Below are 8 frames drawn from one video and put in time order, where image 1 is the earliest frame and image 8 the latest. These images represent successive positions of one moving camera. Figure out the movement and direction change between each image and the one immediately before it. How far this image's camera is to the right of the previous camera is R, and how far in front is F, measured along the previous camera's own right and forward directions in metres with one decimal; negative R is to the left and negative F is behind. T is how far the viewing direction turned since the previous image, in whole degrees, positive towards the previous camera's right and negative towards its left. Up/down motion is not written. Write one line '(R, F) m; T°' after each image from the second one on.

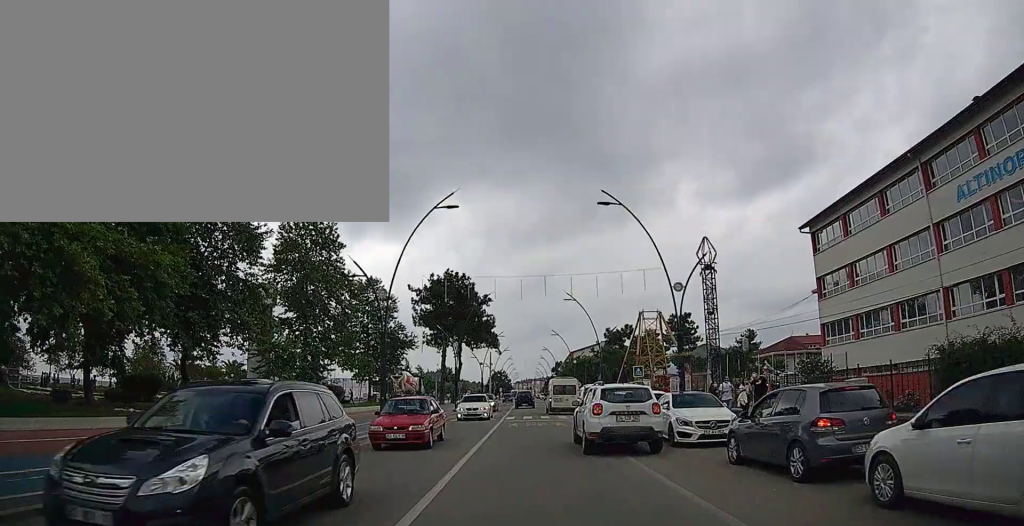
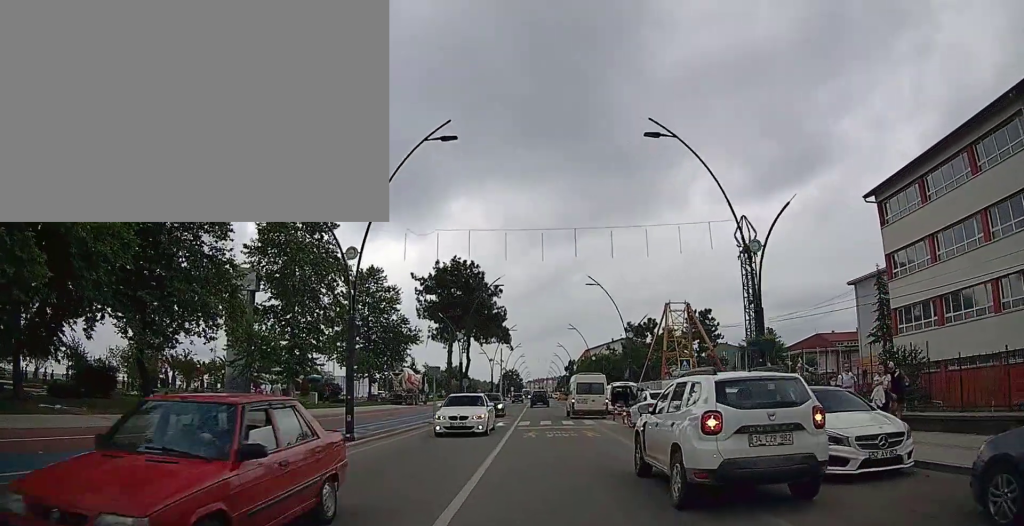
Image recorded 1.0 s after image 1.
(-0.1, +6.4) m; -1°
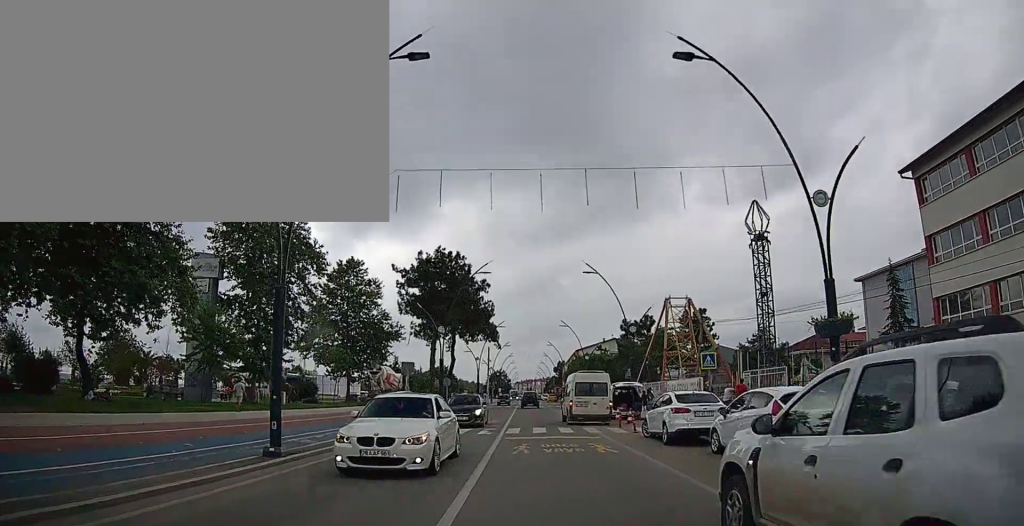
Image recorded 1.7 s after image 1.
(-0.1, +4.8) m; 0°
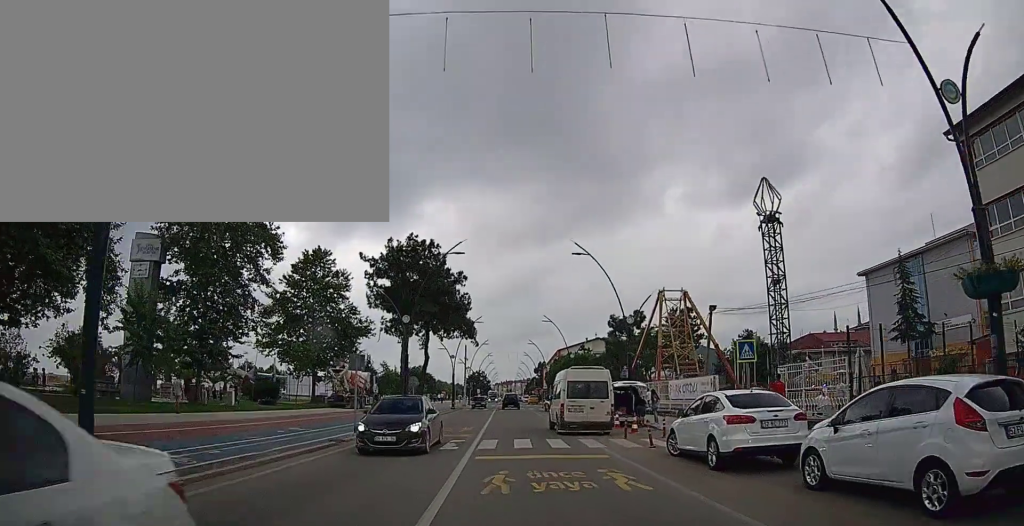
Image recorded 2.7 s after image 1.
(+0.1, +5.4) m; 0°
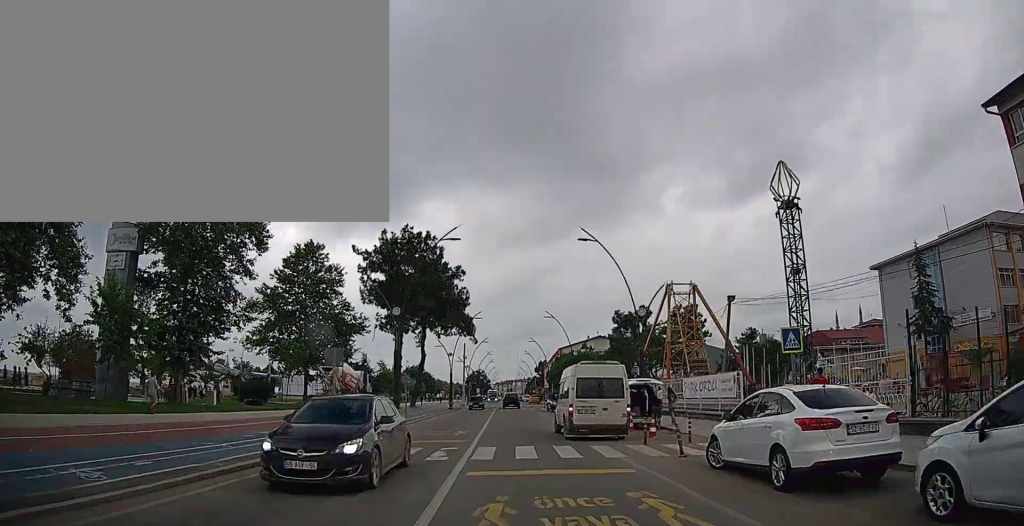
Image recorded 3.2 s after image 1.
(-0.1, +2.8) m; 0°
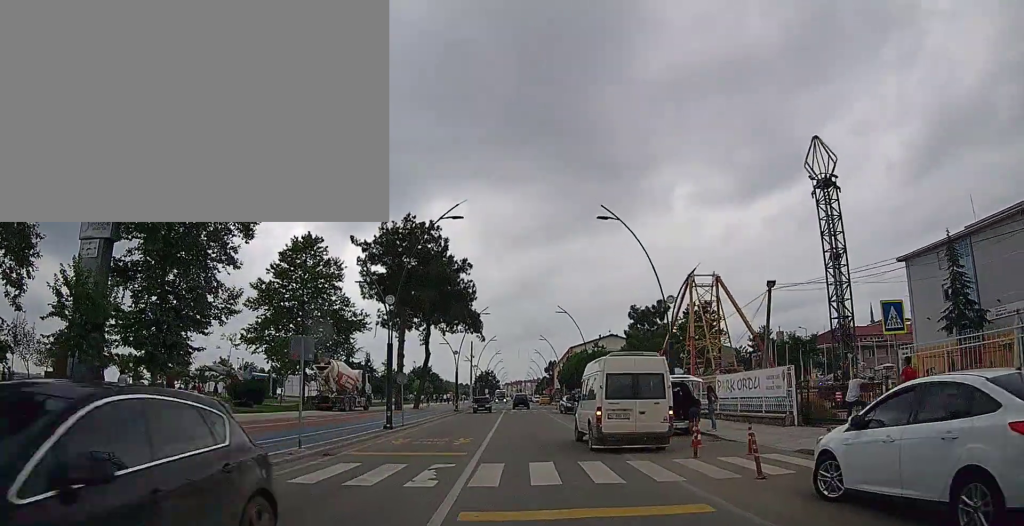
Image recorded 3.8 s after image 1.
(0.0, +3.4) m; 0°
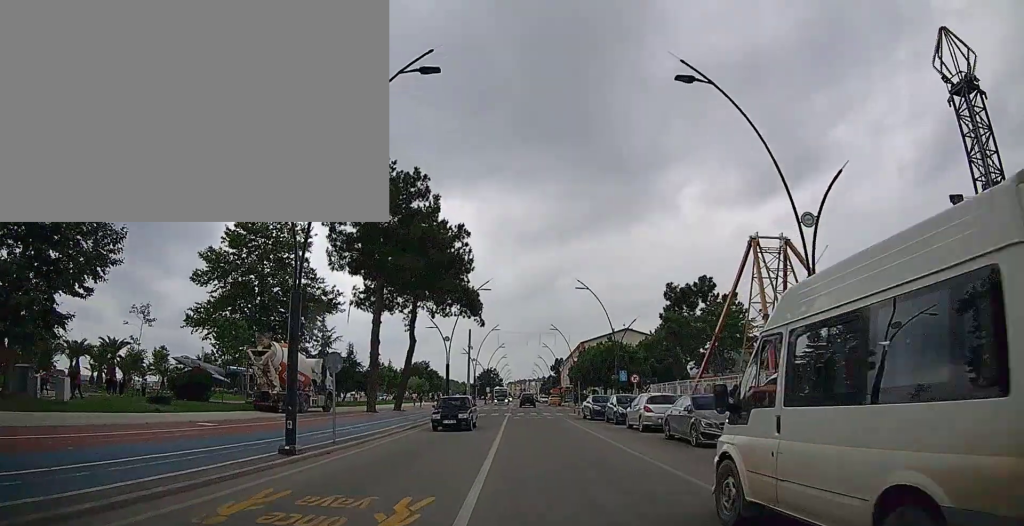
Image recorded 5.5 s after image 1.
(-0.1, +10.9) m; 0°
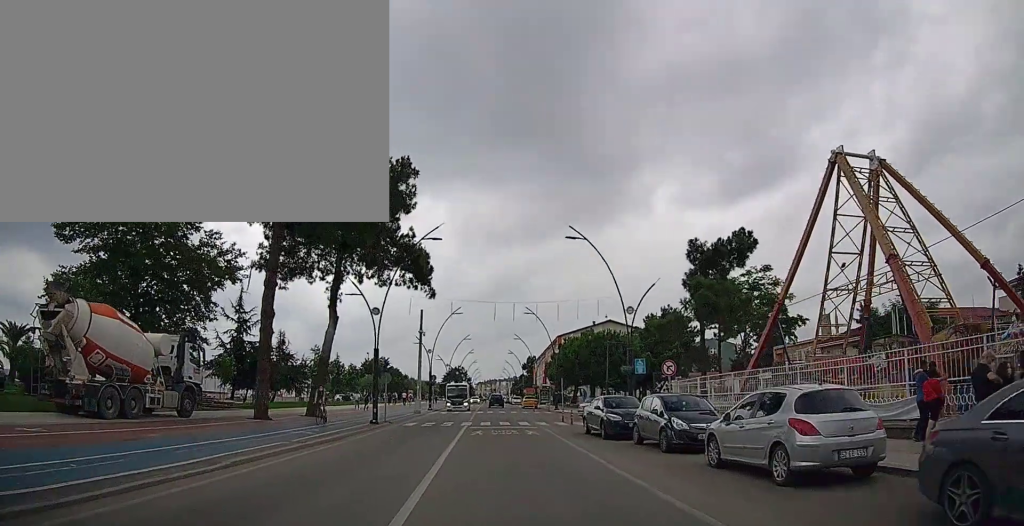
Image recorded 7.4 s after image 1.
(0.0, +13.0) m; 0°
